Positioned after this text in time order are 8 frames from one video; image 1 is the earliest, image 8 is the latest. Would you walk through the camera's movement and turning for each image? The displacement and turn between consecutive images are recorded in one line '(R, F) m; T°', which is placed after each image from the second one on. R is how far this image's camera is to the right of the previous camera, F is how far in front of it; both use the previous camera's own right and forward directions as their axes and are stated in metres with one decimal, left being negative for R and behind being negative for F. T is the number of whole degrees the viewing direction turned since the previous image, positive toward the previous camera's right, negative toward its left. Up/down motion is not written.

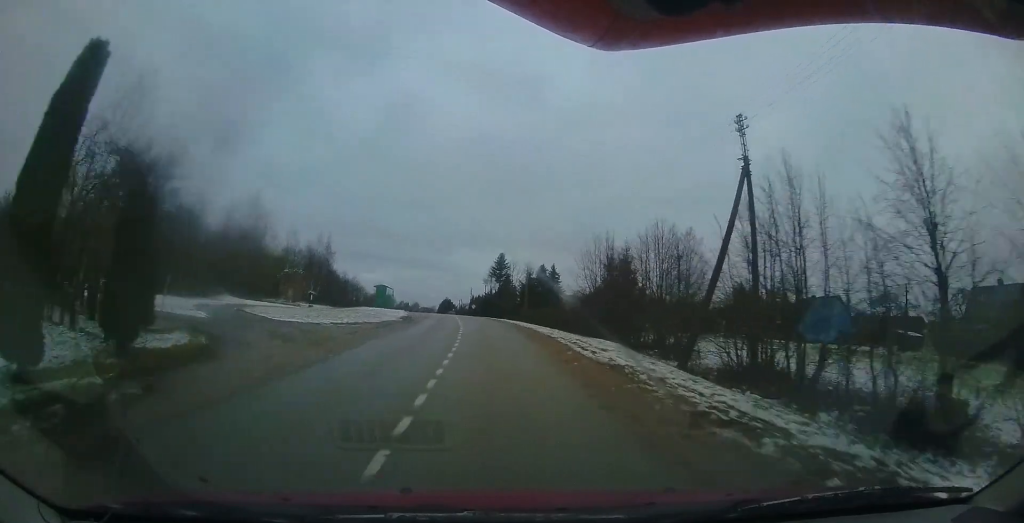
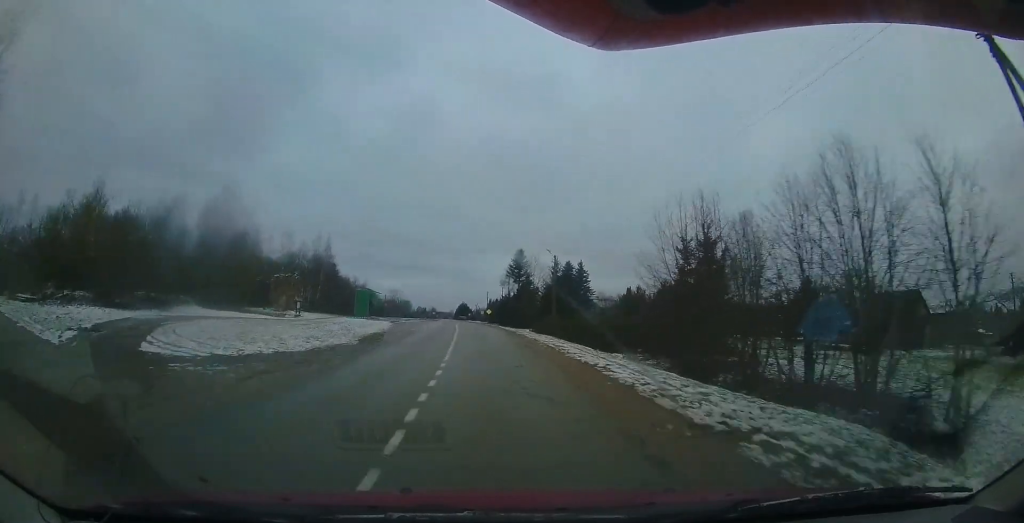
(-0.5, +10.4) m; -2°
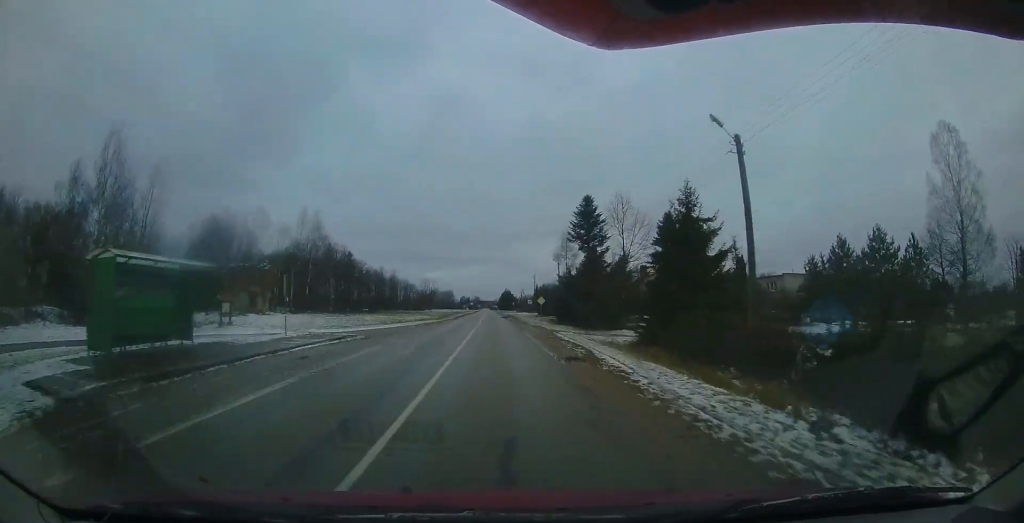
(-0.7, +24.8) m; -5°
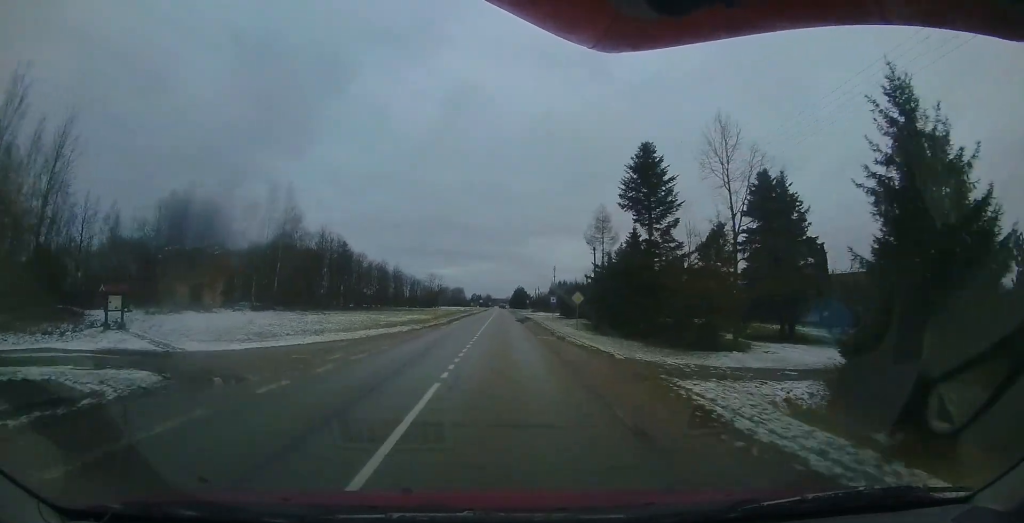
(-0.6, +13.4) m; -4°
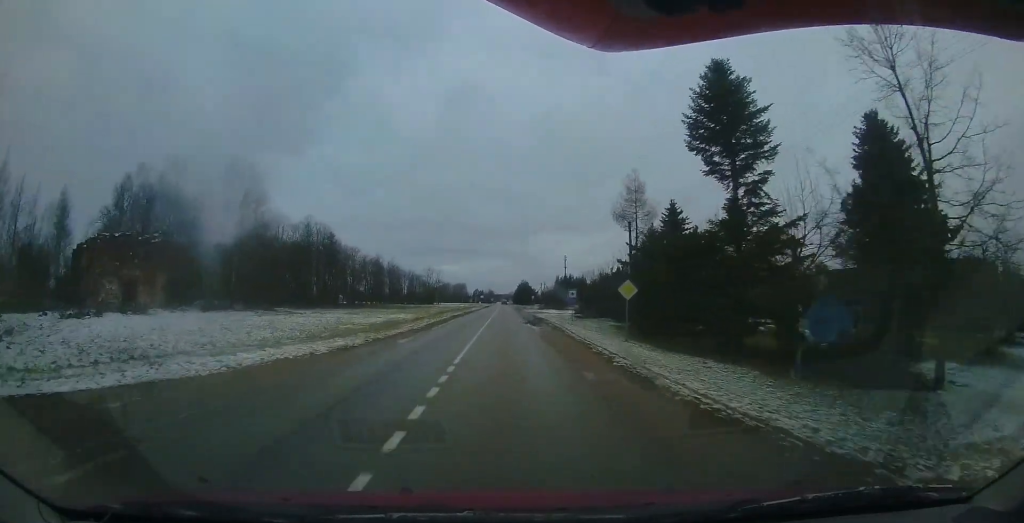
(-0.3, +9.7) m; -1°
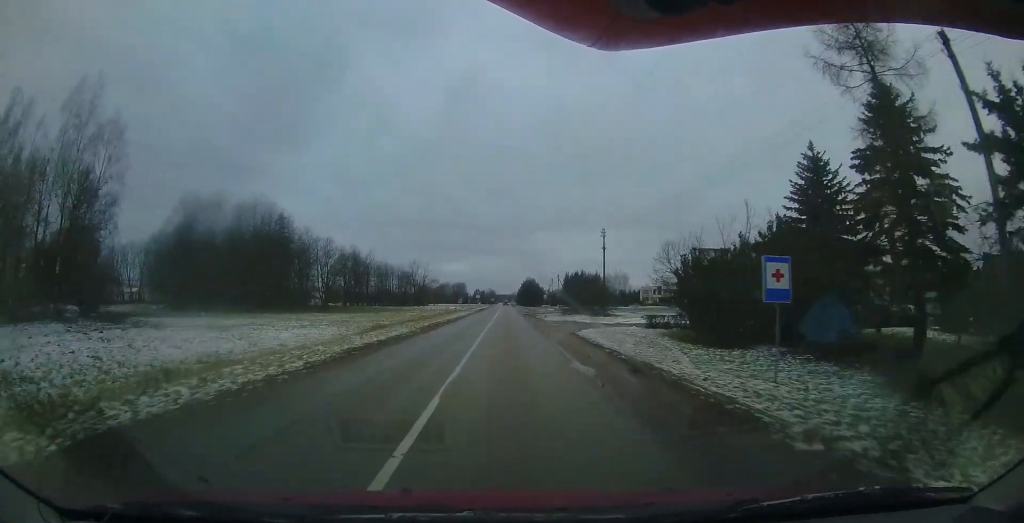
(-0.4, +22.9) m; -1°
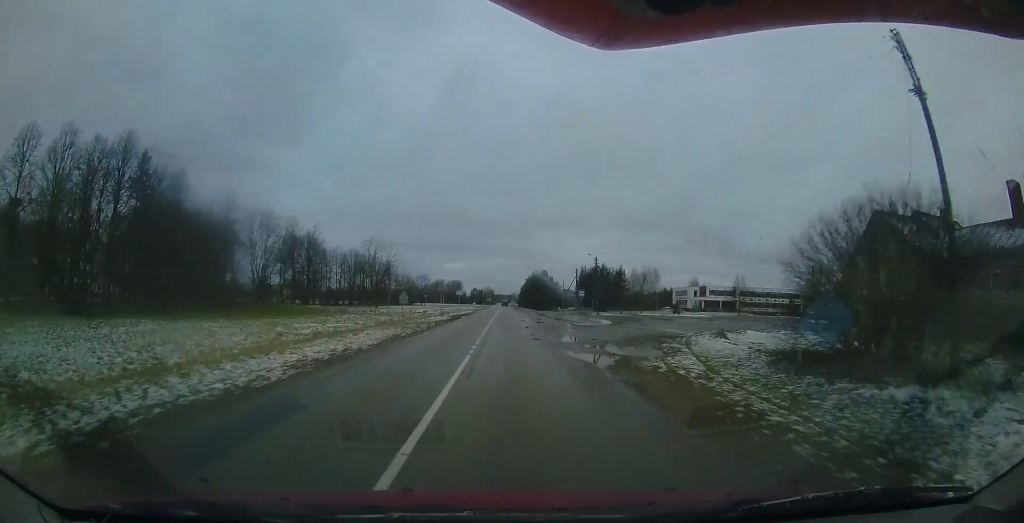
(-0.6, +32.7) m; -4°
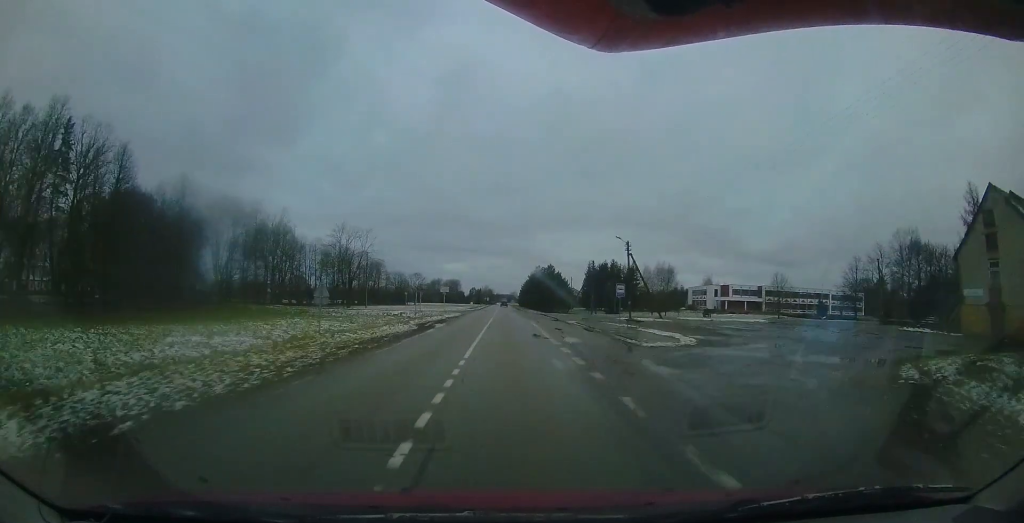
(-0.2, +11.9) m; -2°
